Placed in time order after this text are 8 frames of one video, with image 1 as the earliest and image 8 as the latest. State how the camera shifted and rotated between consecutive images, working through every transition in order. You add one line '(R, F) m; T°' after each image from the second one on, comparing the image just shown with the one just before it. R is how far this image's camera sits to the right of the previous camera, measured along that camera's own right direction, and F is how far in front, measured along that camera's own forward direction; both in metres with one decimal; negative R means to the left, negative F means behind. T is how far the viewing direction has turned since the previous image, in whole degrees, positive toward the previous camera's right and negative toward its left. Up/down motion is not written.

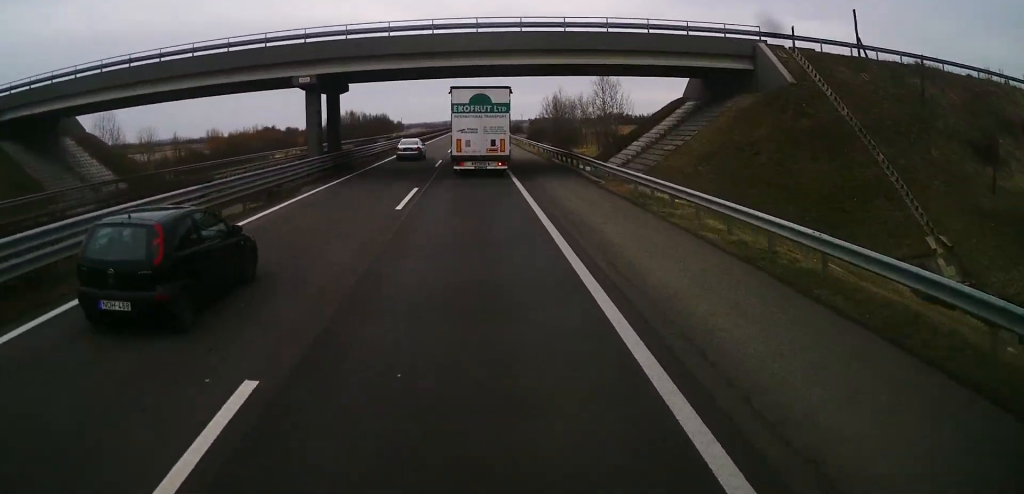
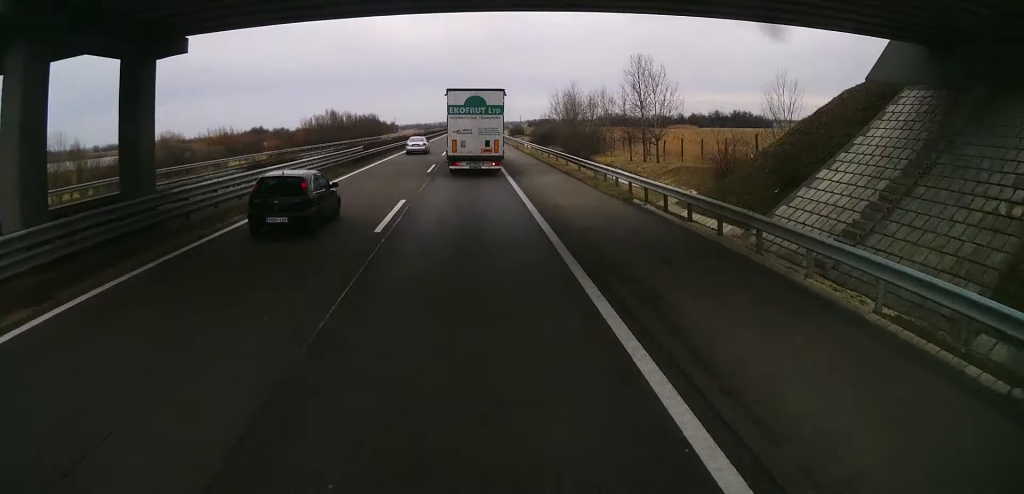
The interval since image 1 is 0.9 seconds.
(+0.3, +21.5) m; 0°
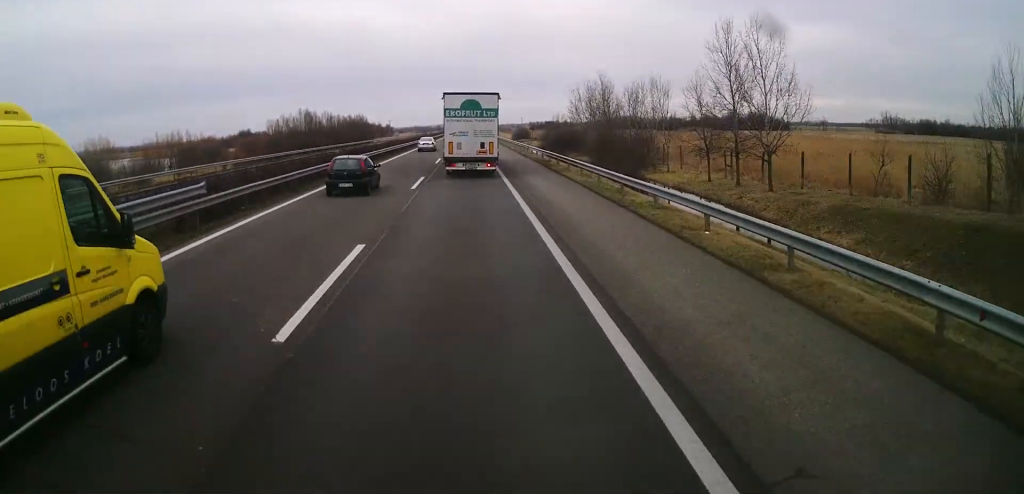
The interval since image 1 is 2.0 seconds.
(-0.3, +25.4) m; -1°
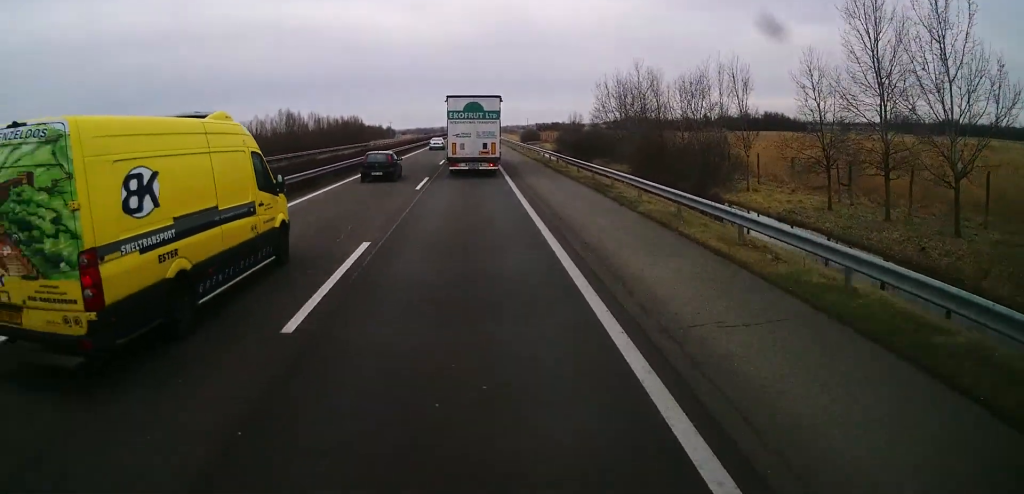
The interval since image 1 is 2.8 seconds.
(0.0, +17.7) m; 0°
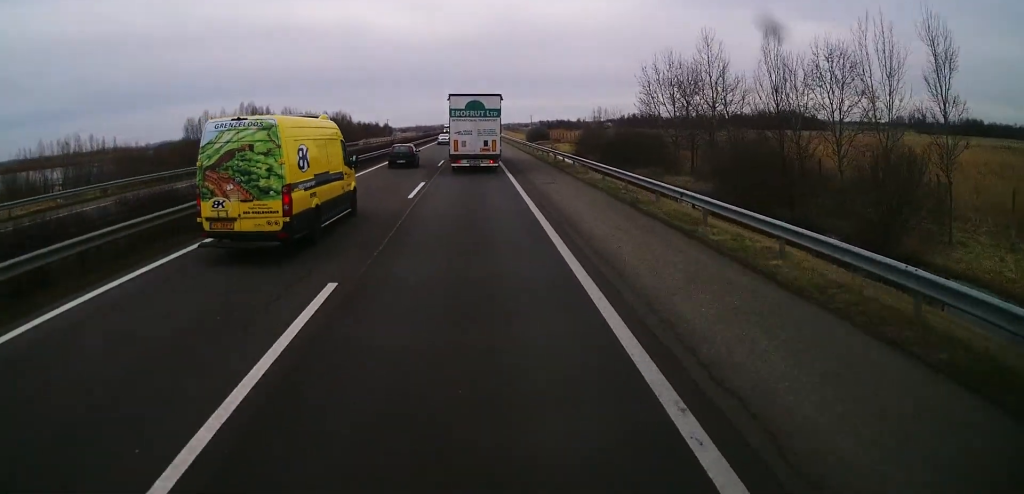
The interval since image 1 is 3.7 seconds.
(0.0, +21.4) m; 0°
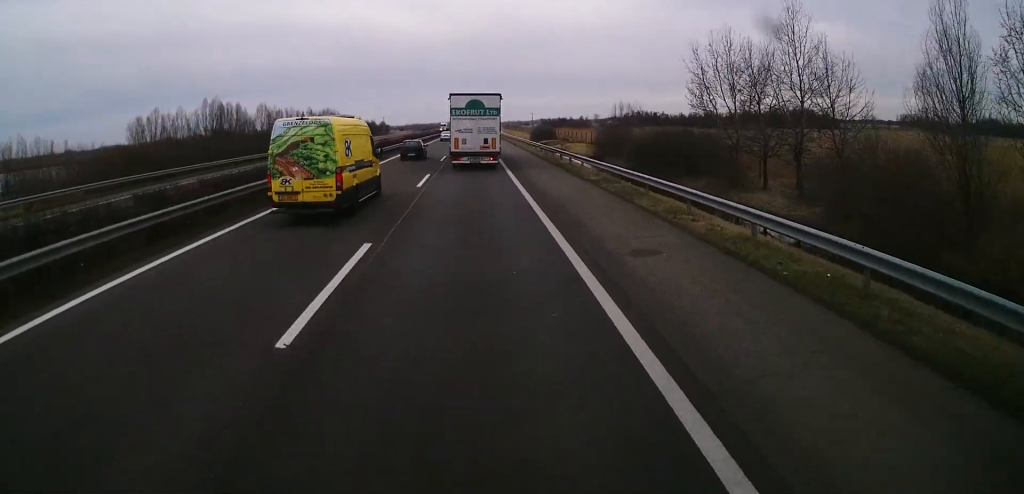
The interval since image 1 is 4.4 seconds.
(0.0, +14.5) m; 0°
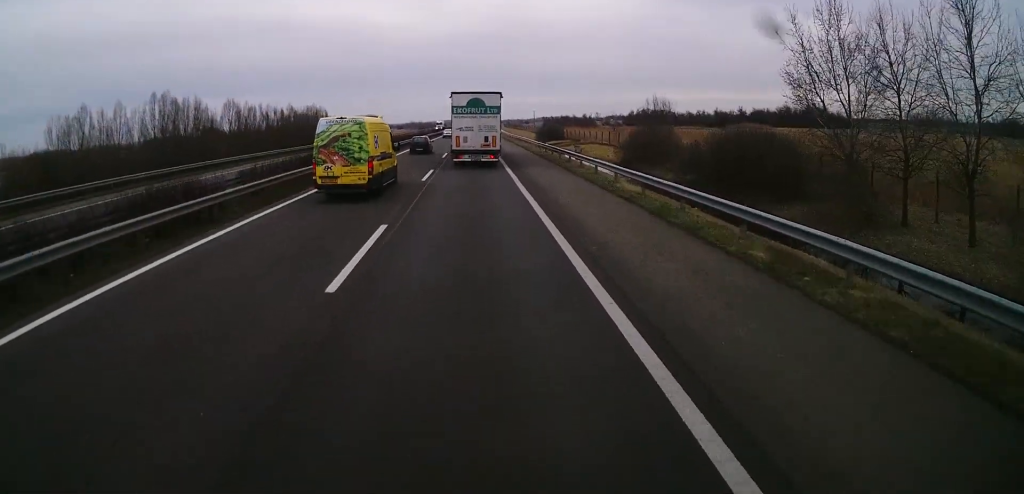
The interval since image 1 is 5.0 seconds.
(0.0, +15.3) m; 0°
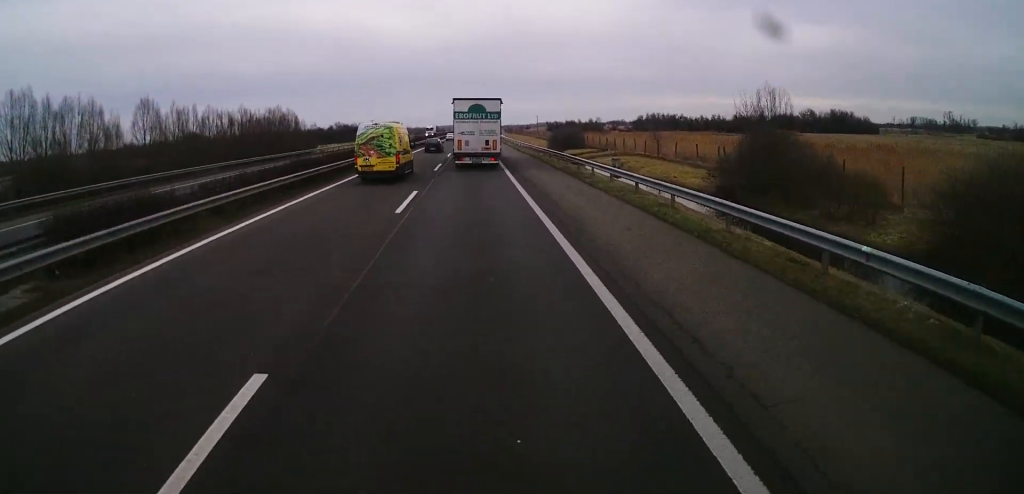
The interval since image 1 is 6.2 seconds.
(+0.2, +26.9) m; 0°
